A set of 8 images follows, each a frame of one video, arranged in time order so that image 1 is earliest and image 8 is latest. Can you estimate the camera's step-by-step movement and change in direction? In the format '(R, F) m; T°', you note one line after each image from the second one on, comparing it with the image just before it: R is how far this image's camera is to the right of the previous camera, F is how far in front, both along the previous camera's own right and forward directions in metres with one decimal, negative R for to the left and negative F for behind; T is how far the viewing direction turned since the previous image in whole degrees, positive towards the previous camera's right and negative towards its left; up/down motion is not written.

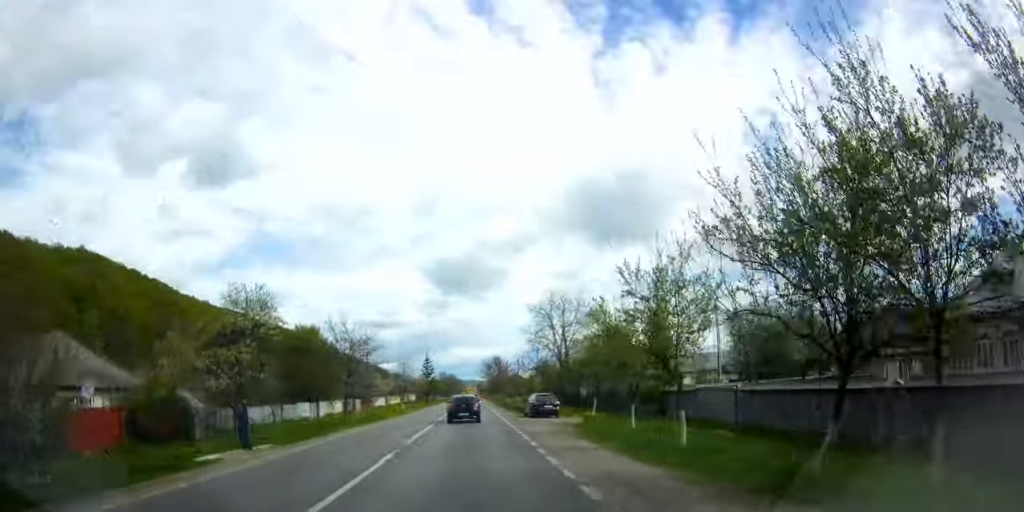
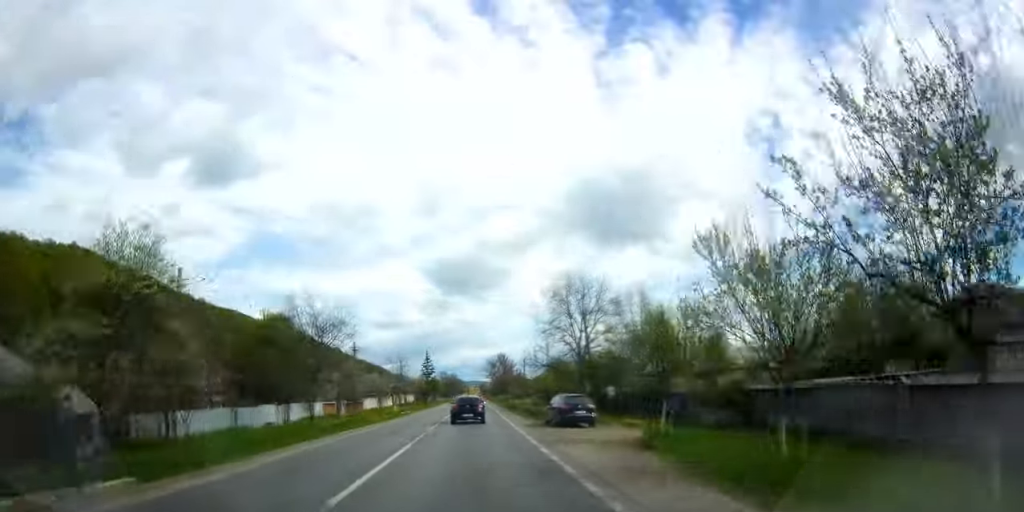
(0.0, +9.6) m; 0°
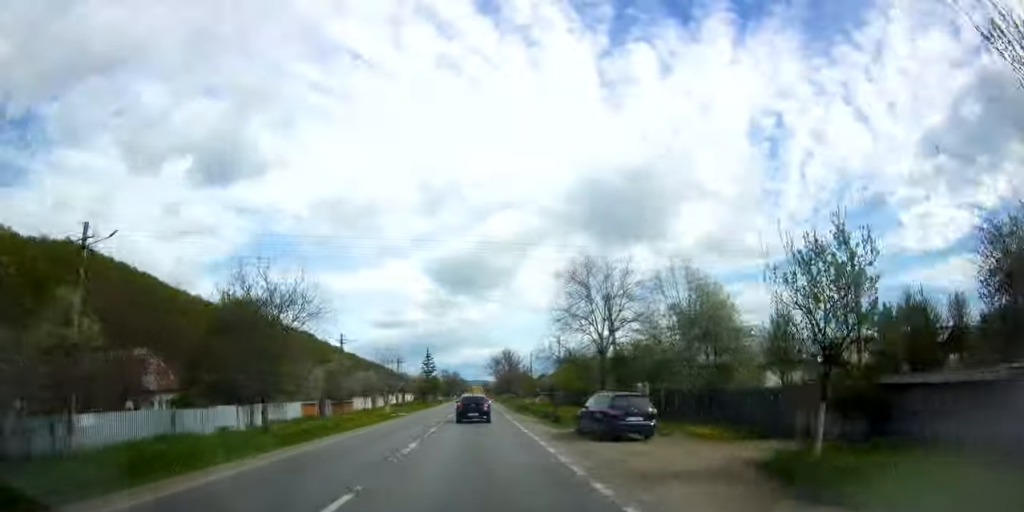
(-0.1, +7.8) m; 0°
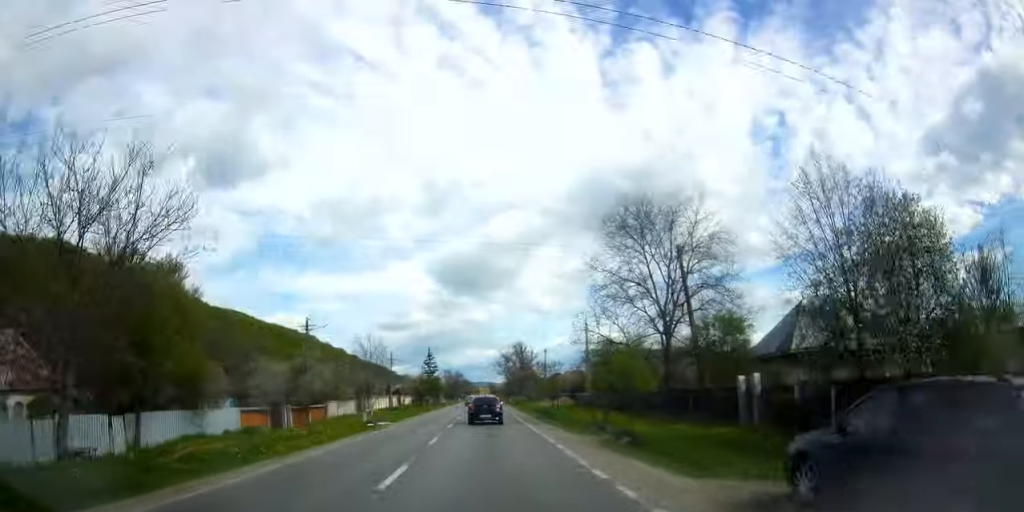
(0.0, +13.5) m; 0°
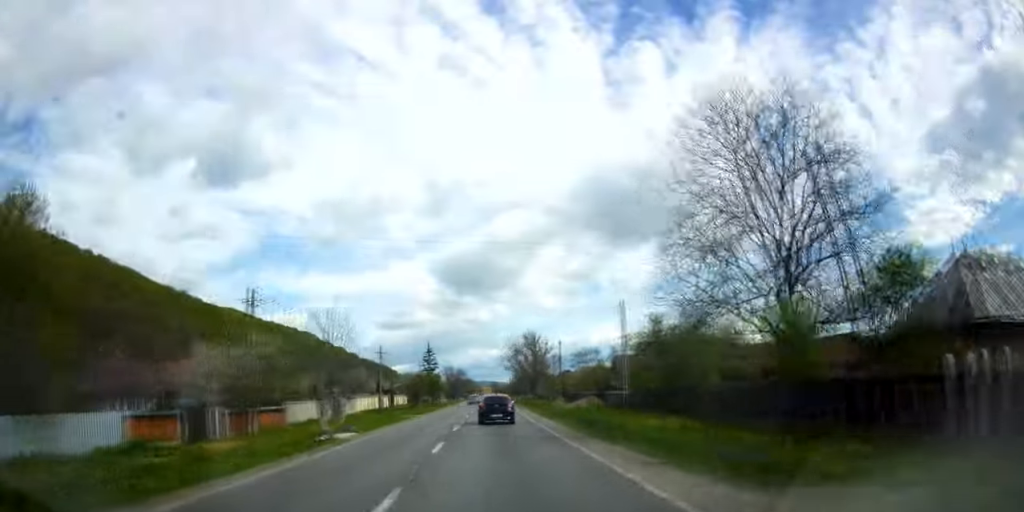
(+0.1, +11.5) m; -1°
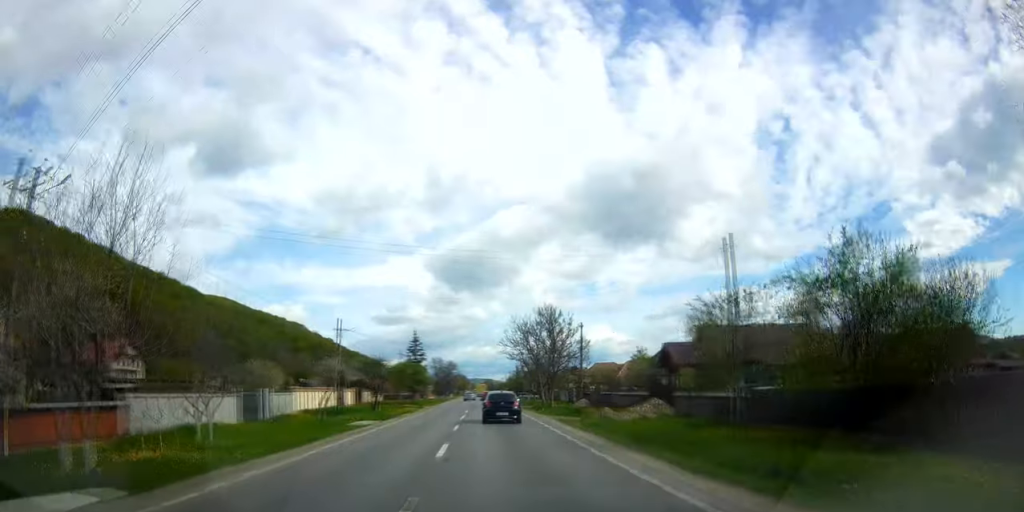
(-0.3, +18.9) m; 0°
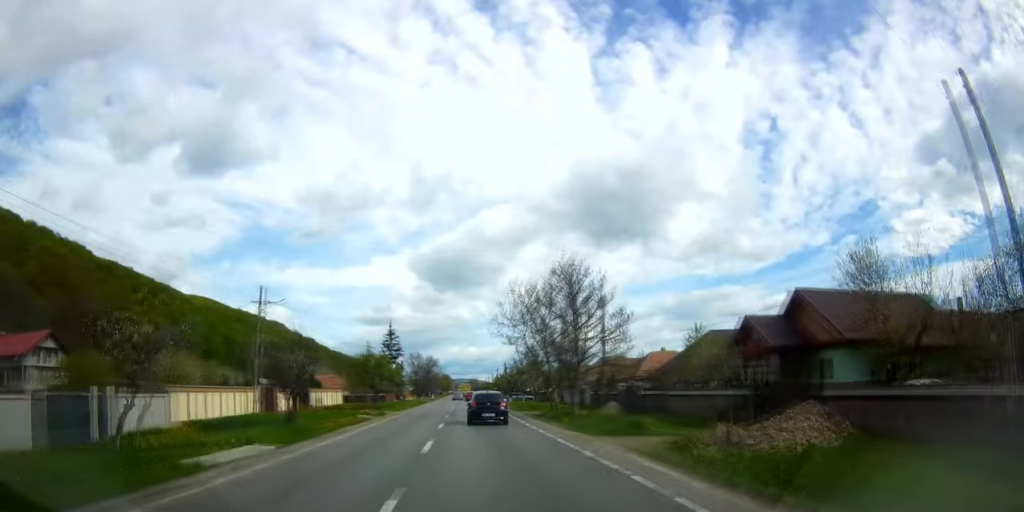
(+0.1, +16.4) m; +1°
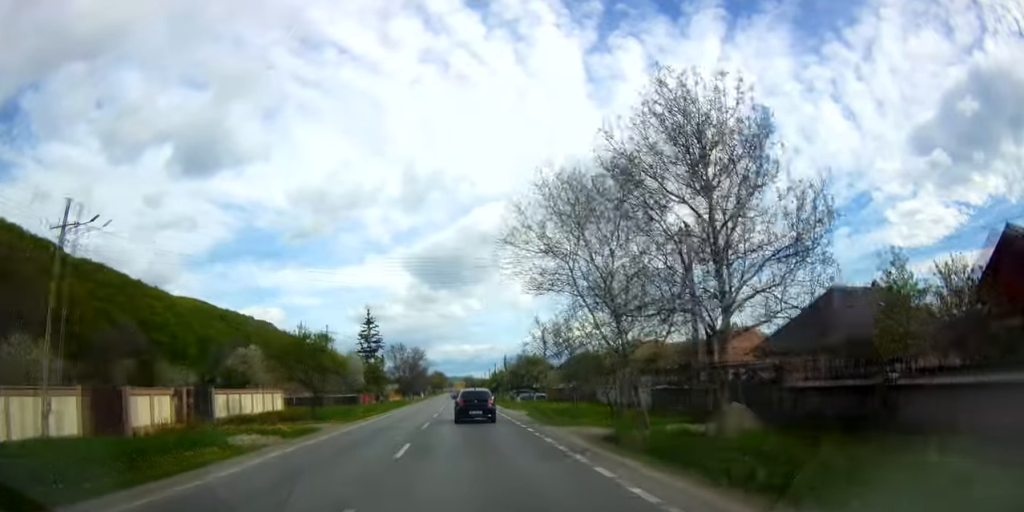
(+0.2, +19.5) m; +1°
